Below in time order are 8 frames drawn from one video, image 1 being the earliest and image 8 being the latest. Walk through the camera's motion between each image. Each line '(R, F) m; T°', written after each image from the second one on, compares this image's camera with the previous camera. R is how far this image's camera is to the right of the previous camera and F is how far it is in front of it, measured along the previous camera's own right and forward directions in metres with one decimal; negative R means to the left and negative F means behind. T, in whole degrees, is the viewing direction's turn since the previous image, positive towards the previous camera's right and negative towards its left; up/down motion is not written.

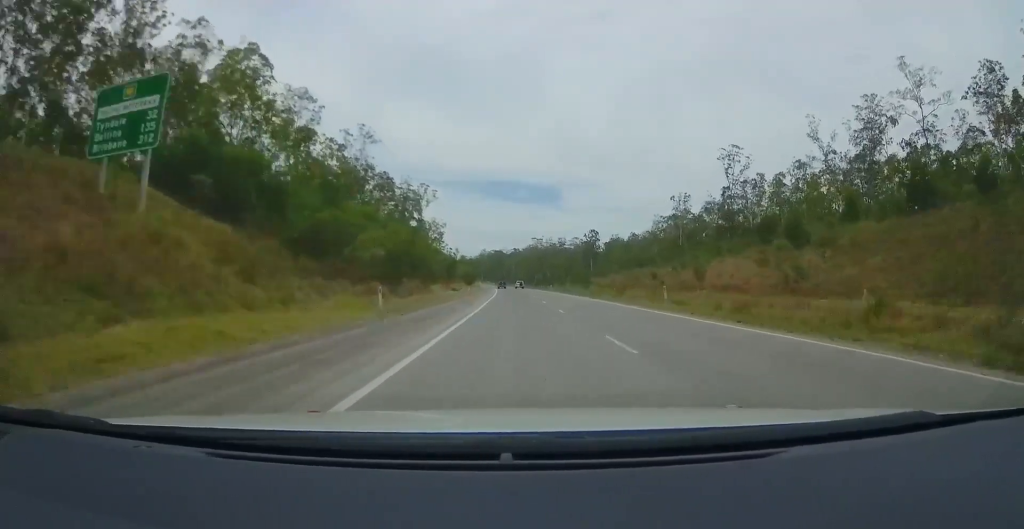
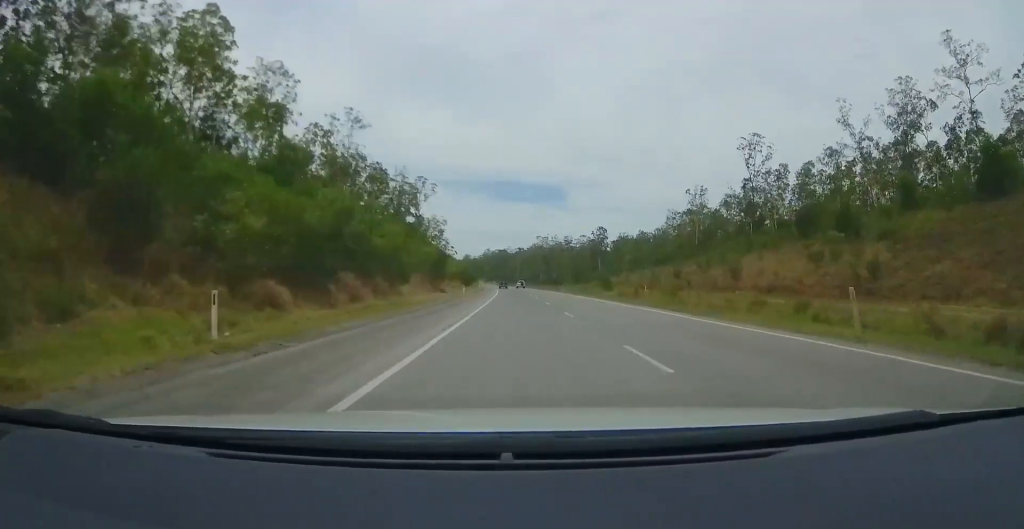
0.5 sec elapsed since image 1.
(+0.1, +14.5) m; 0°
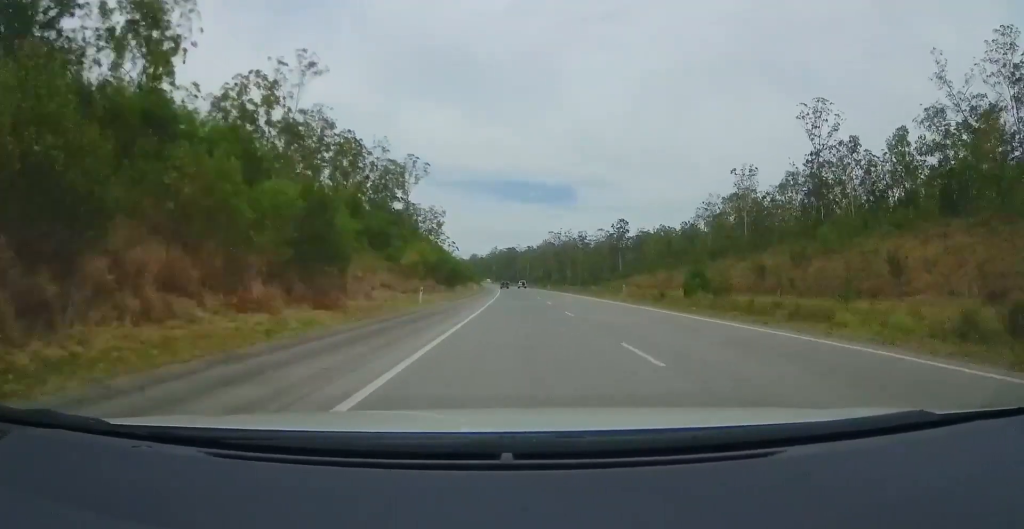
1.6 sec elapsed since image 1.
(-0.4, +35.0) m; -1°
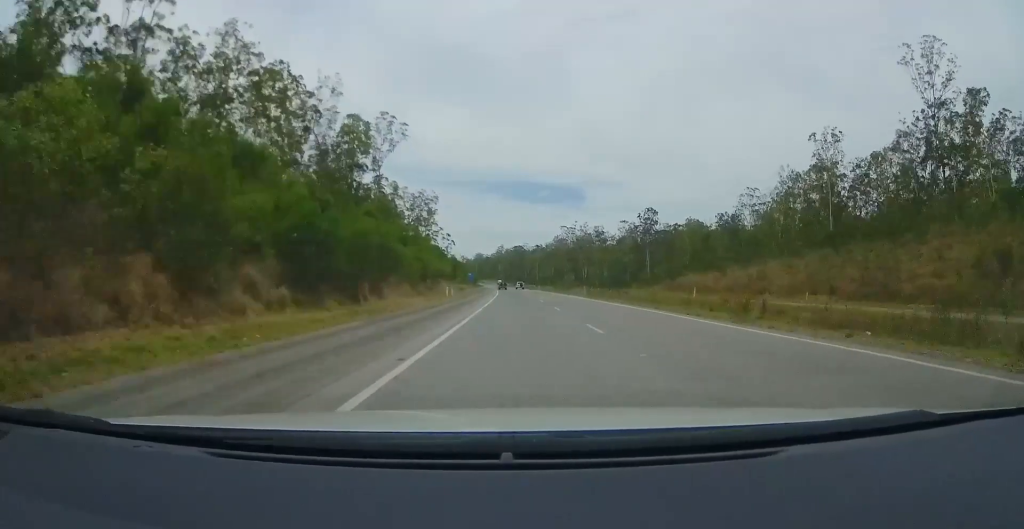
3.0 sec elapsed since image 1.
(-0.5, +42.3) m; -1°
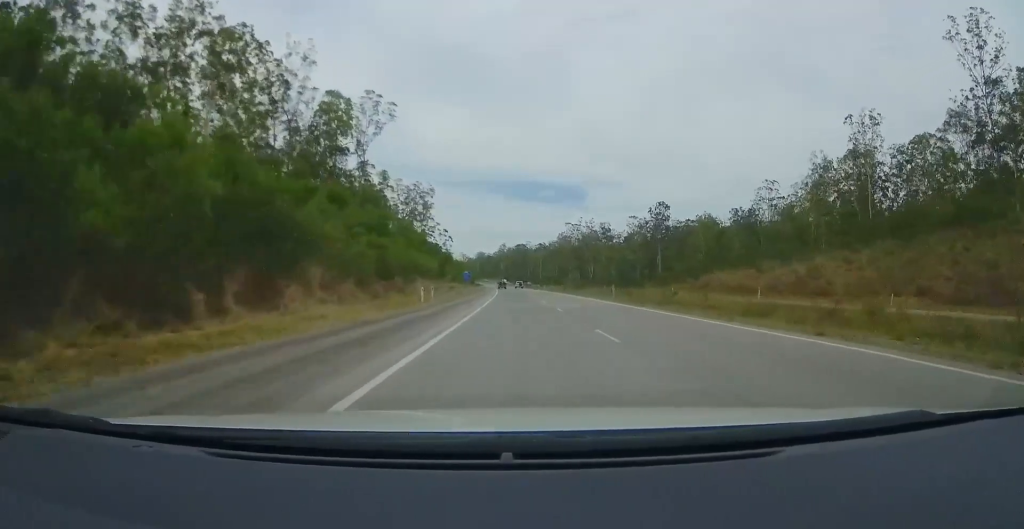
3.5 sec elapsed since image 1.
(0.0, +14.4) m; 0°
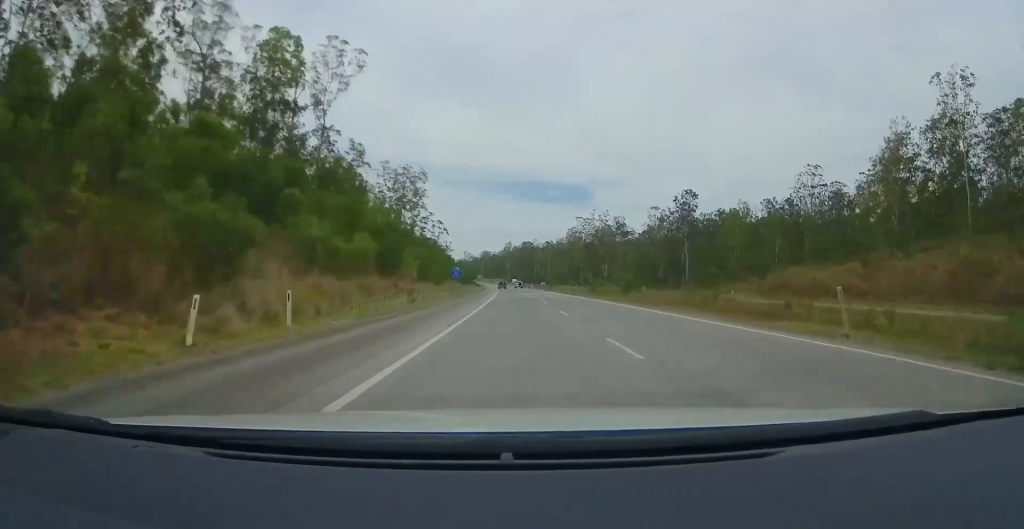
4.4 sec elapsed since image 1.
(-0.2, +26.5) m; 0°
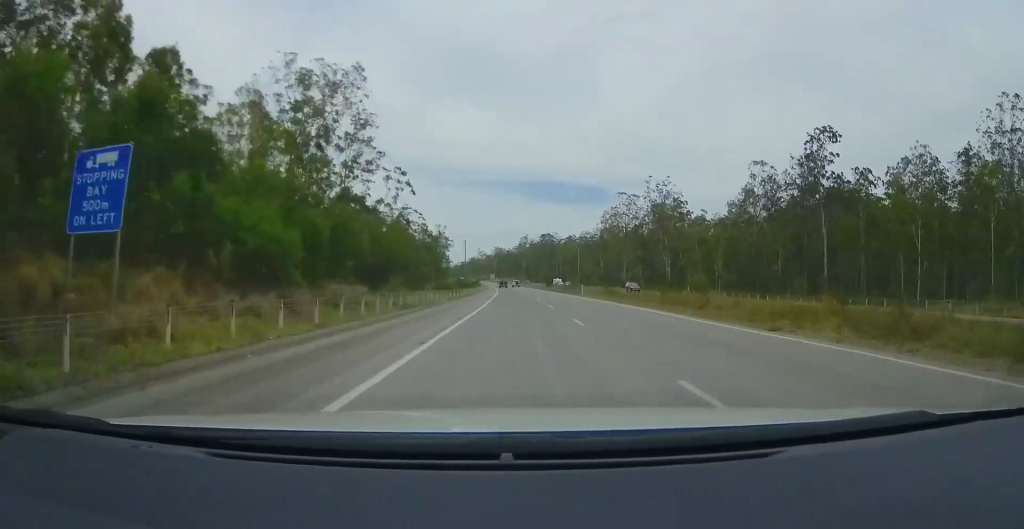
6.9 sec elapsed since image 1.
(-0.9, +75.9) m; -2°
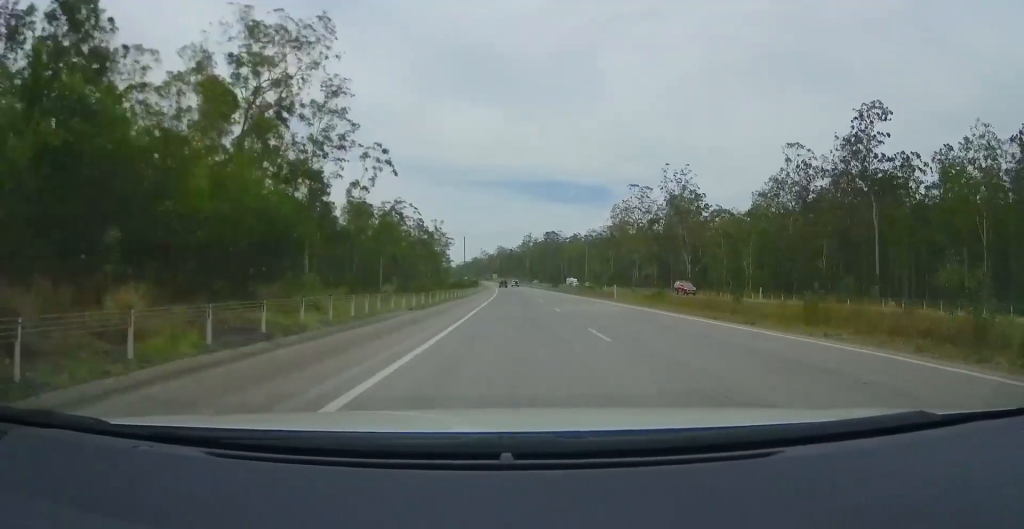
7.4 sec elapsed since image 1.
(+0.3, +15.7) m; 0°
